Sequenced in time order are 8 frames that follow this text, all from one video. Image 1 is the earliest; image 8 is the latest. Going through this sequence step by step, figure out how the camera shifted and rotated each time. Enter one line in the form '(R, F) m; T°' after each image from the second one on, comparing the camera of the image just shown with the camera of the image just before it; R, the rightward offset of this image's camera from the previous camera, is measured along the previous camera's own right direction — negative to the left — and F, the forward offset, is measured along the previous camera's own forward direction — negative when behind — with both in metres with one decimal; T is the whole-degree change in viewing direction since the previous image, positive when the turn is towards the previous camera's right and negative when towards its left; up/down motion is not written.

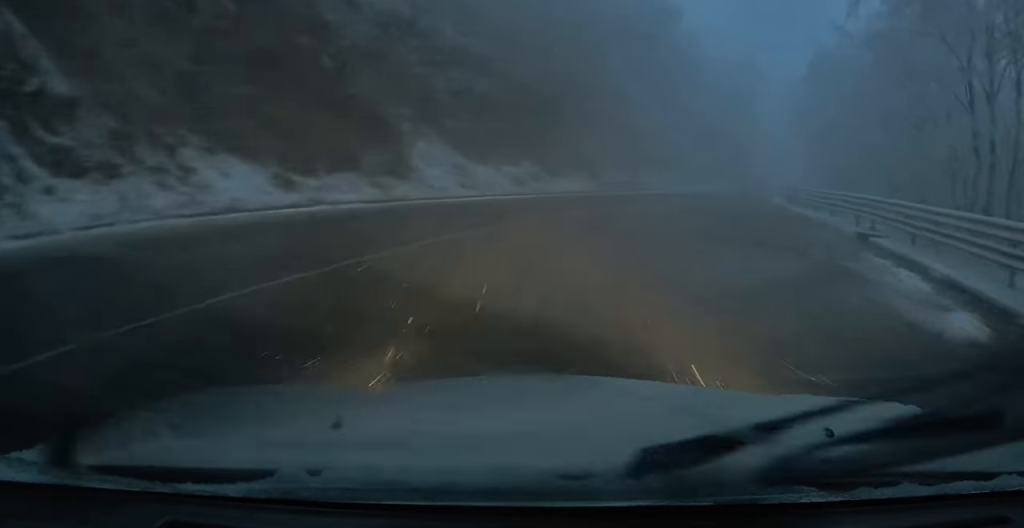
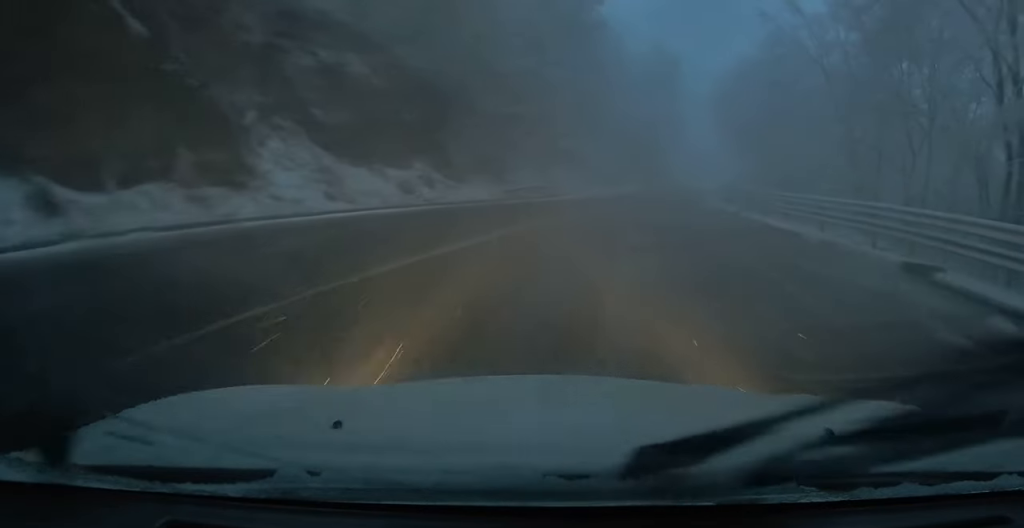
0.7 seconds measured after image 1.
(+1.2, +4.6) m; +13°
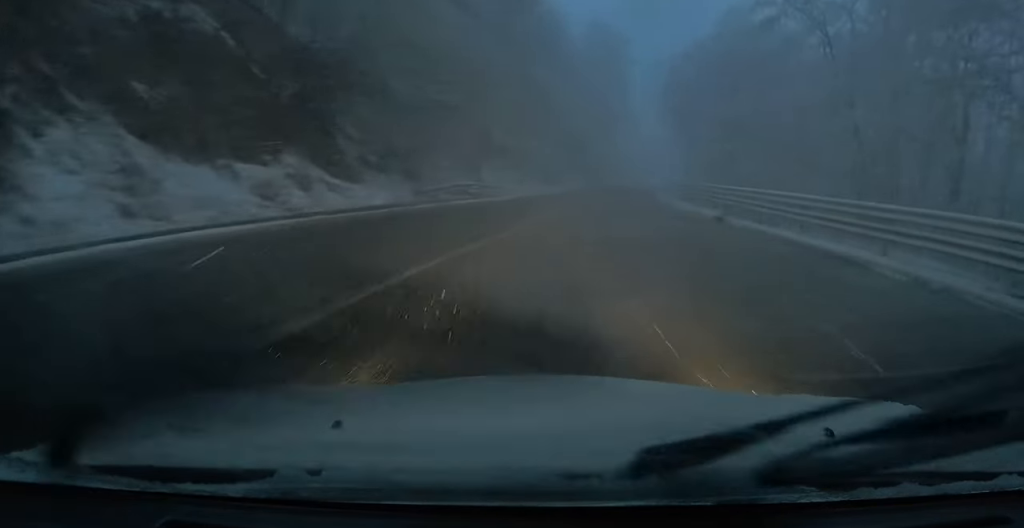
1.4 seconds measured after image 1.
(+0.6, +5.3) m; +9°
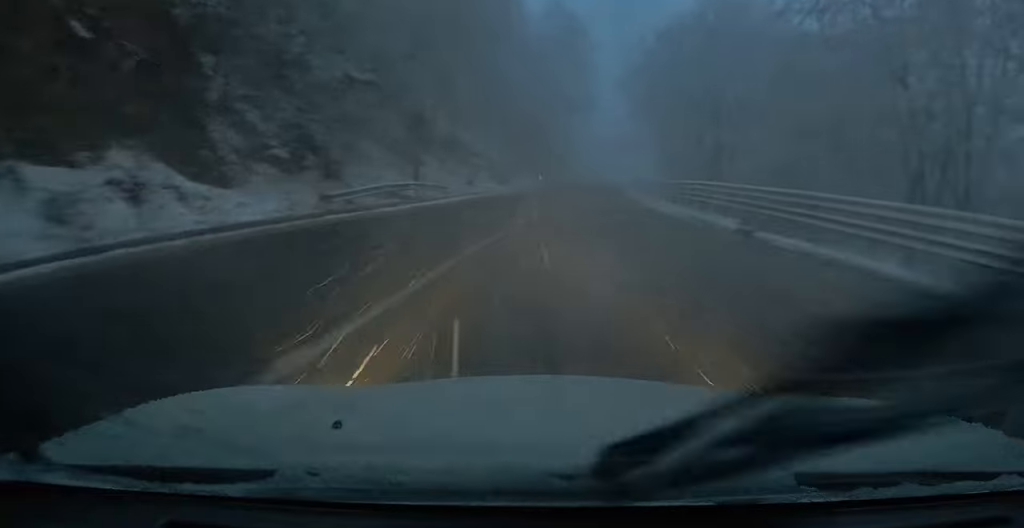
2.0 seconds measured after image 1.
(+0.2, +4.9) m; +3°
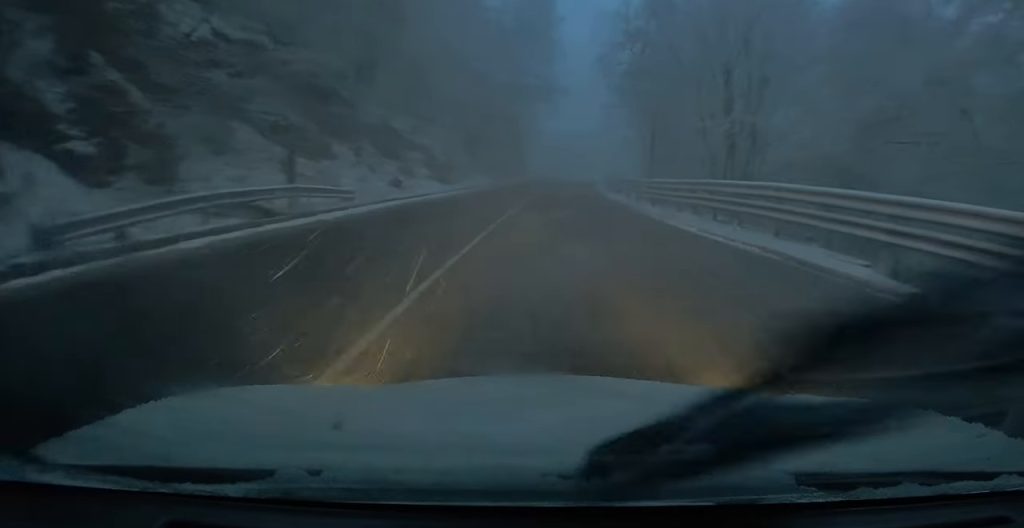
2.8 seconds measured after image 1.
(+0.2, +7.8) m; +6°
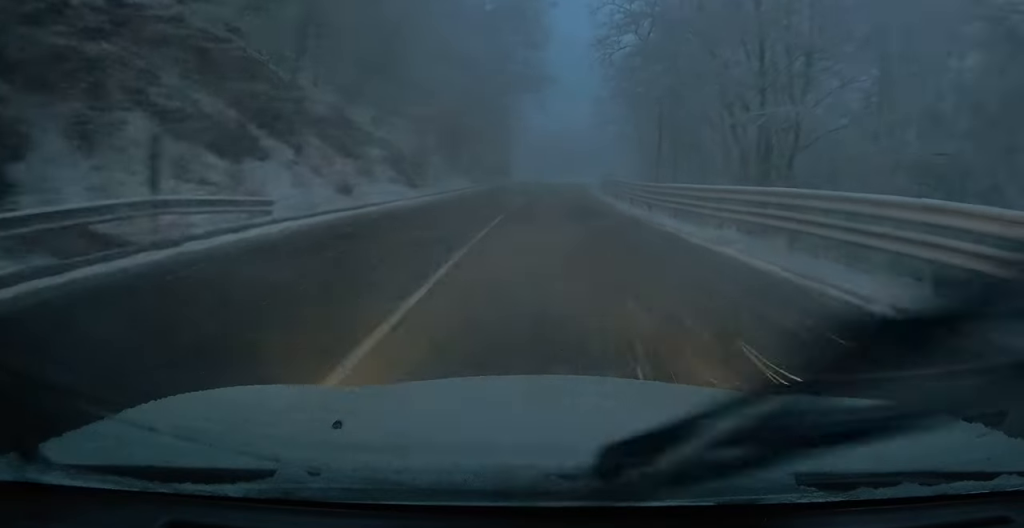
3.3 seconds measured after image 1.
(+0.2, +4.8) m; +4°
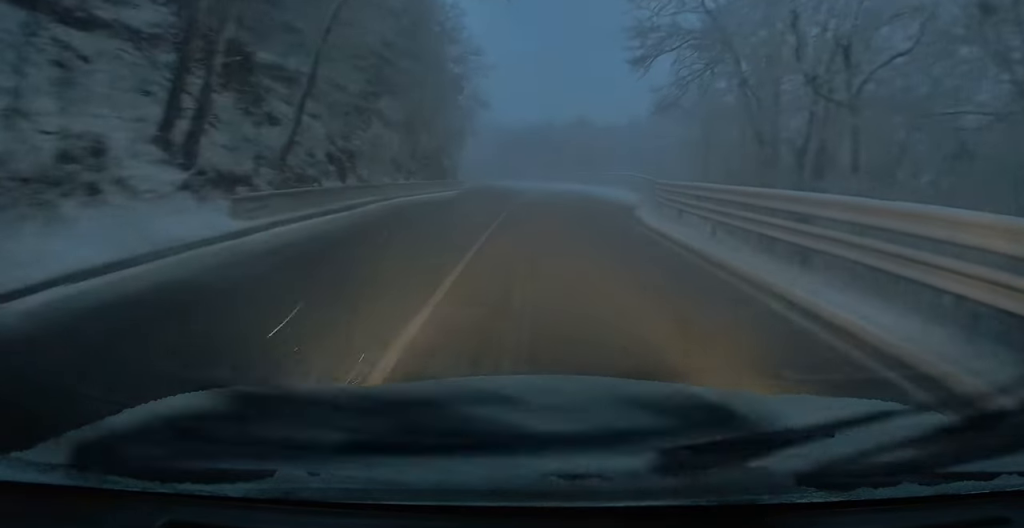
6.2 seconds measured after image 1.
(+4.1, +33.6) m; +10°
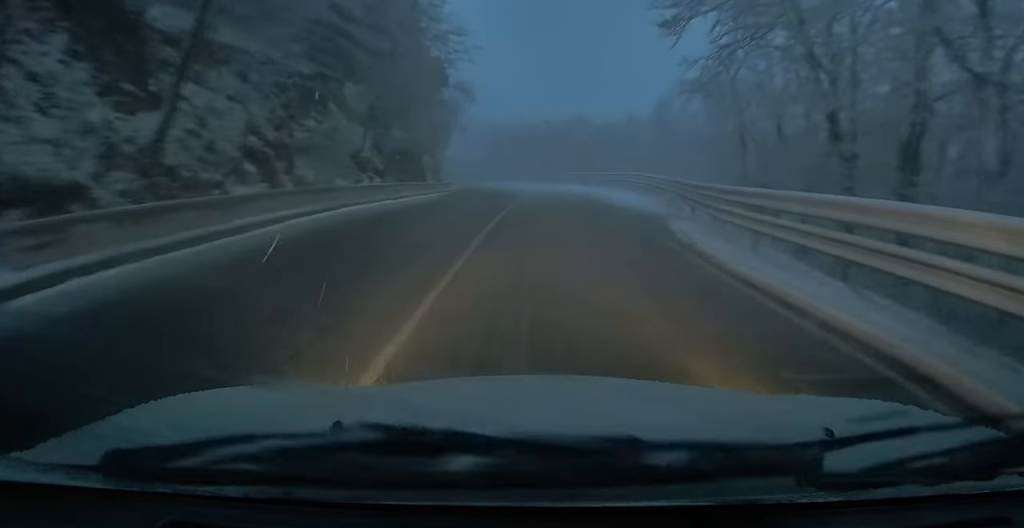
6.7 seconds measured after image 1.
(+0.4, +7.2) m; +3°
